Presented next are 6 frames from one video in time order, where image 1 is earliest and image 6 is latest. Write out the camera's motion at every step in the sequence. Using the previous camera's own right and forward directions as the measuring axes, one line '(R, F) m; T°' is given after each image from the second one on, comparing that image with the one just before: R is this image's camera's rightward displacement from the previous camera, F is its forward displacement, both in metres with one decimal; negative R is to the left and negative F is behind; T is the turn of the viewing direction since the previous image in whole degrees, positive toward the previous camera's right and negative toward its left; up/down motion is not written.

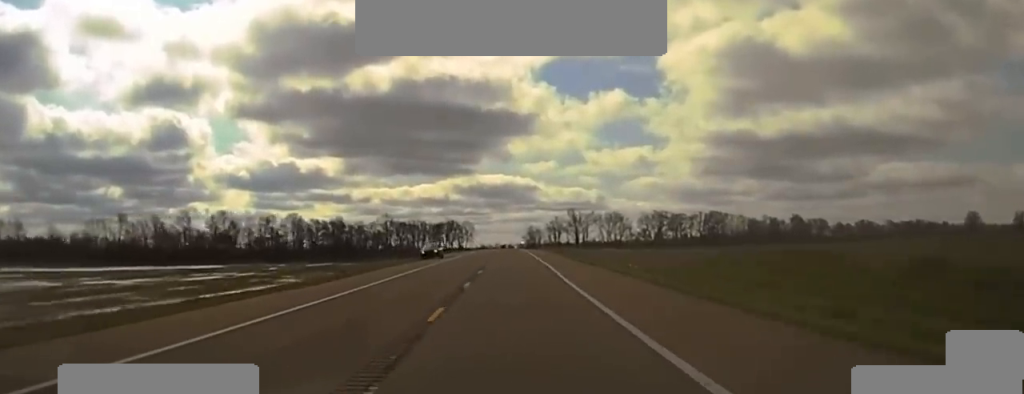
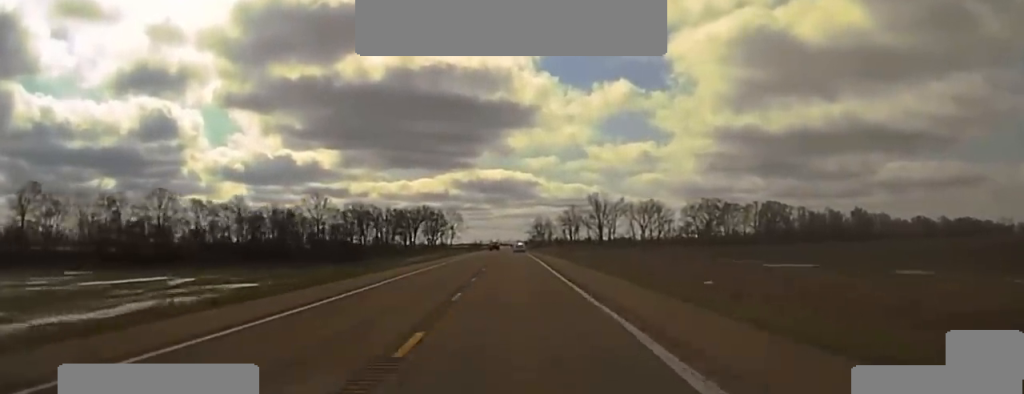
(0.0, +128.4) m; 0°
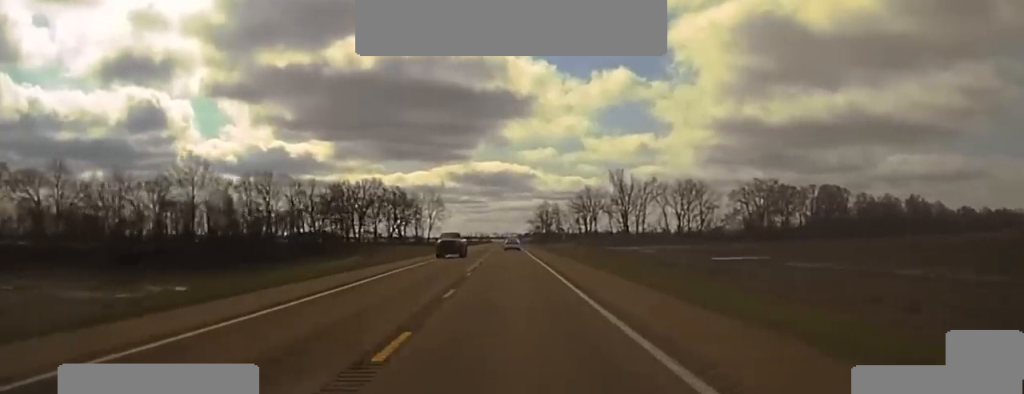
(+0.1, +102.5) m; 0°
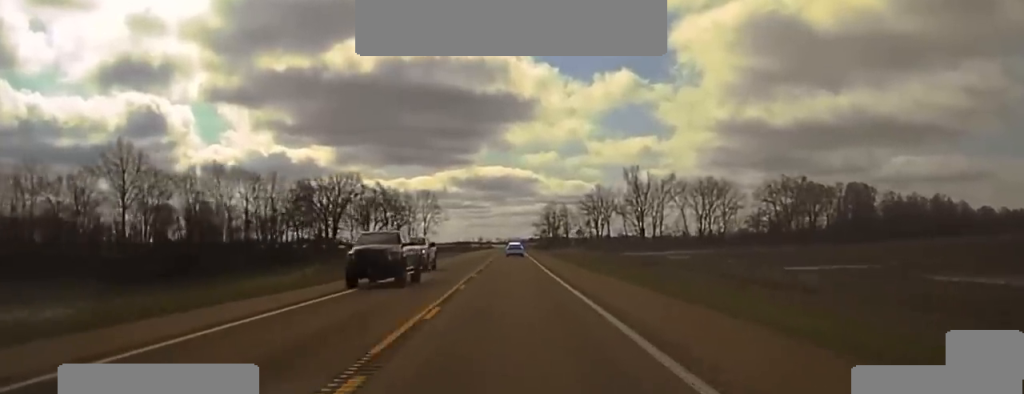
(0.0, +29.0) m; 0°
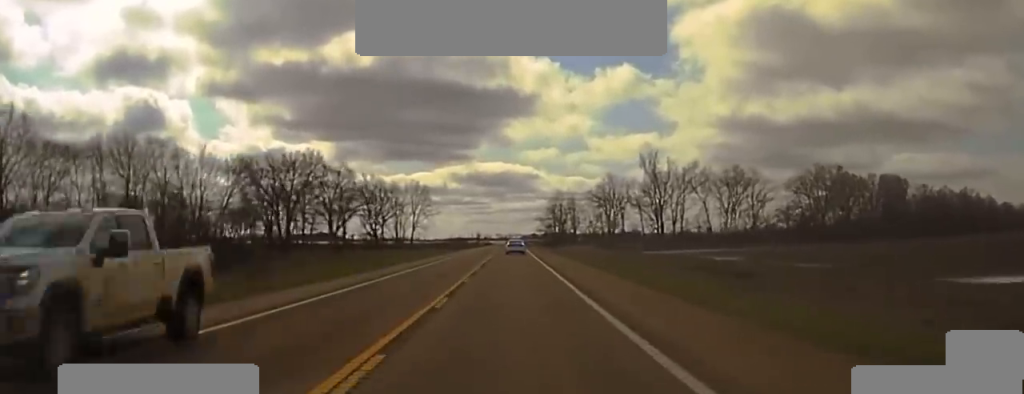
(0.0, +31.1) m; 0°
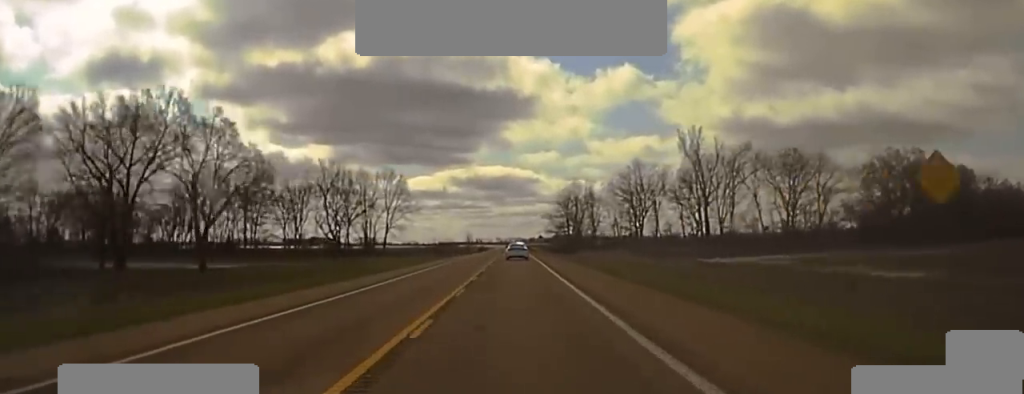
(-0.1, +48.5) m; 0°
